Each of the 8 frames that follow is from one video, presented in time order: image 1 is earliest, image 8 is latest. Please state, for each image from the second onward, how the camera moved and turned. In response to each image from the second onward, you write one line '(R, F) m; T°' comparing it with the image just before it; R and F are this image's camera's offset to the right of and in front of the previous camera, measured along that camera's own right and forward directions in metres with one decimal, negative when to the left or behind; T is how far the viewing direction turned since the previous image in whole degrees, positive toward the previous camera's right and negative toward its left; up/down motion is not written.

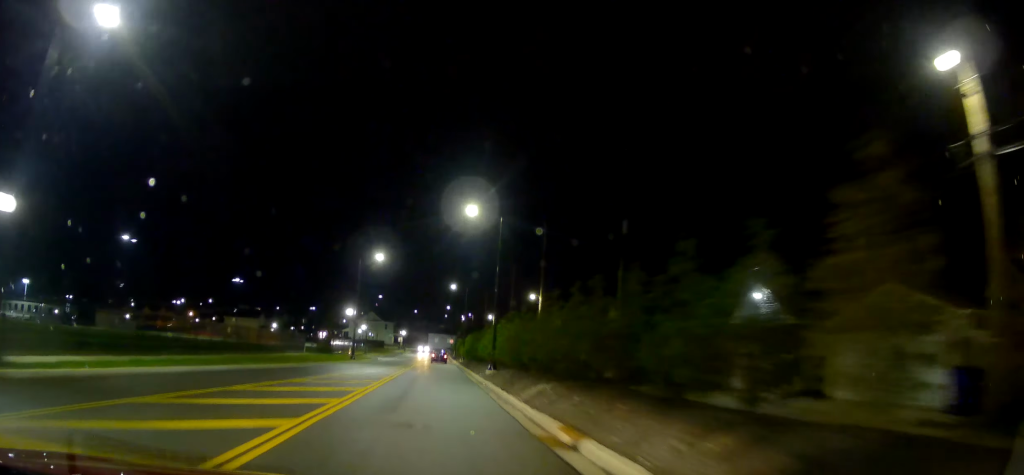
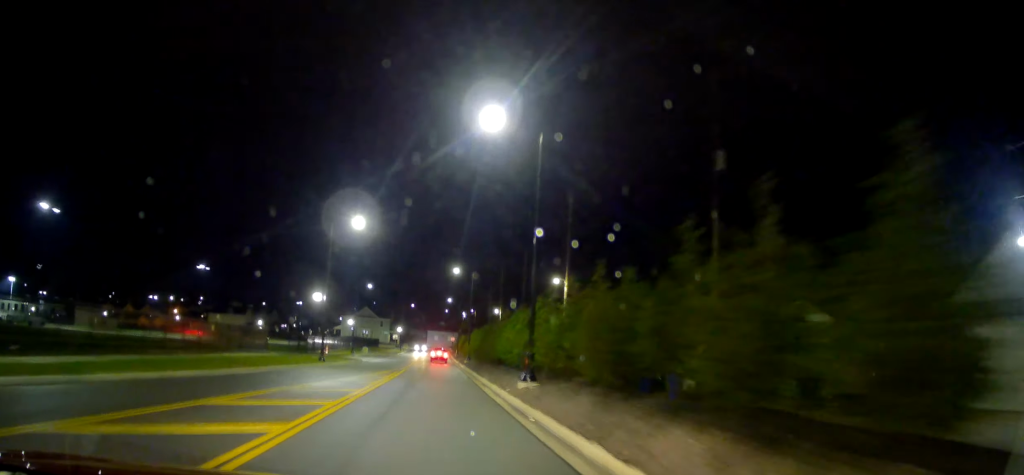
(-0.5, +14.1) m; 0°
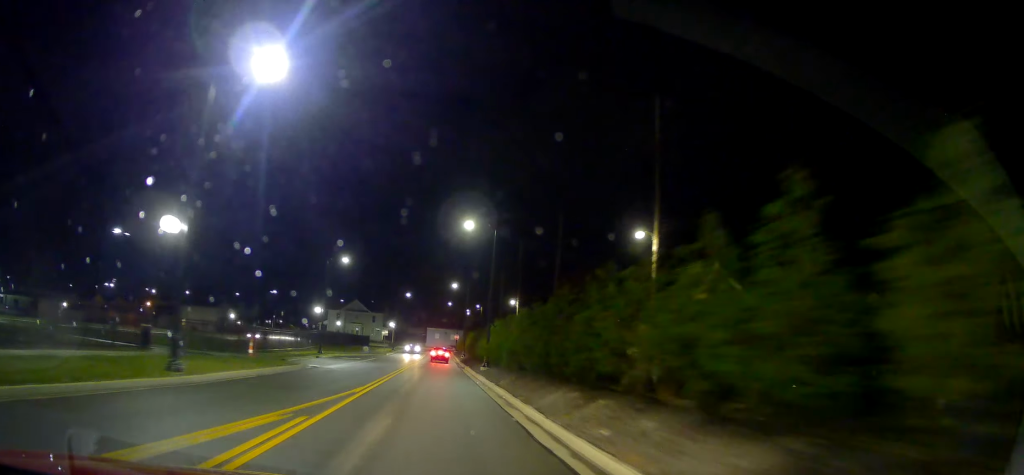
(+0.7, +22.7) m; +2°
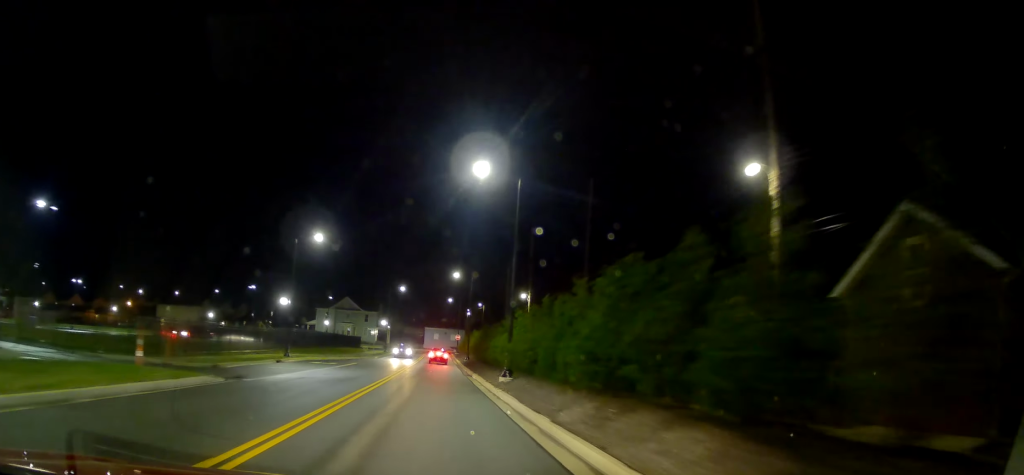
(0.0, +12.6) m; 0°
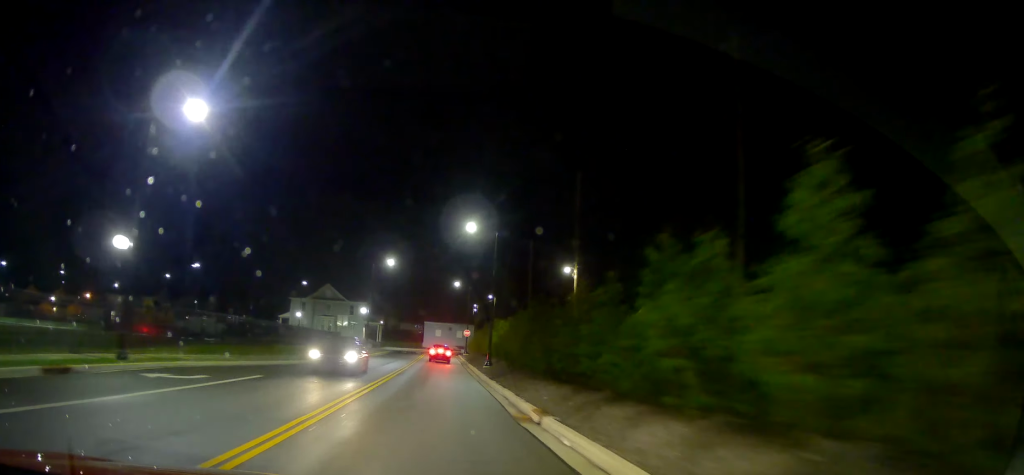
(0.0, +25.0) m; -2°
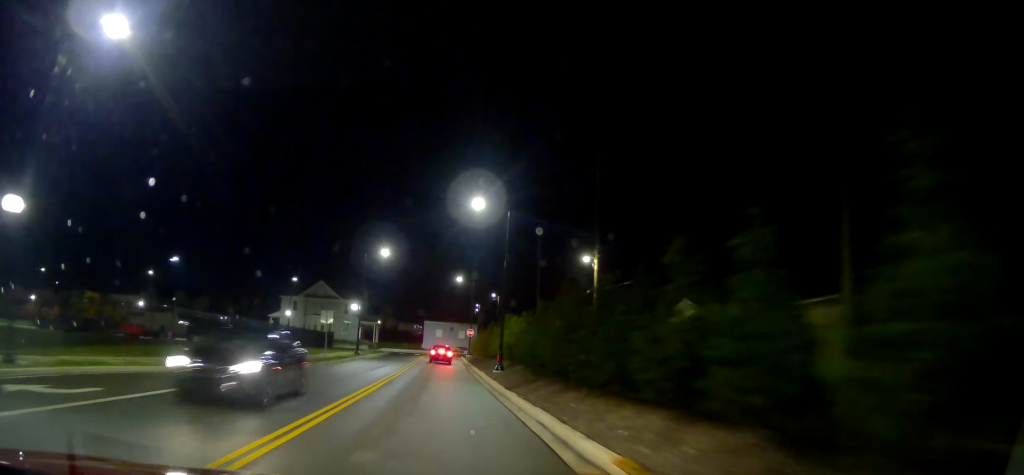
(-0.3, +6.8) m; 0°
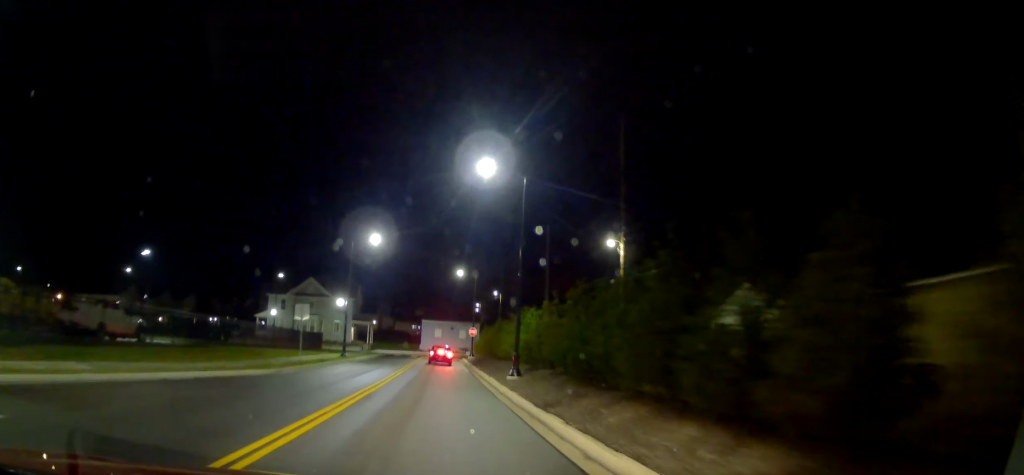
(-0.2, +7.2) m; 0°
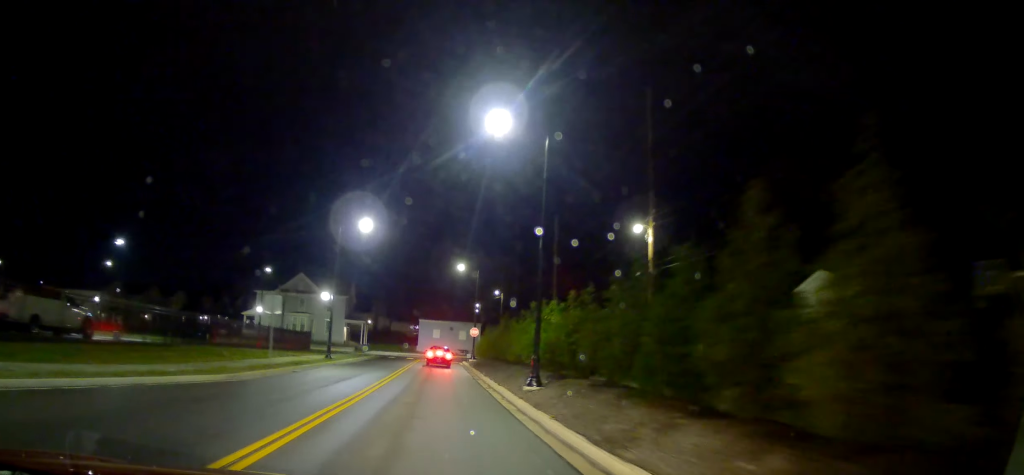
(+0.2, +5.7) m; +1°
